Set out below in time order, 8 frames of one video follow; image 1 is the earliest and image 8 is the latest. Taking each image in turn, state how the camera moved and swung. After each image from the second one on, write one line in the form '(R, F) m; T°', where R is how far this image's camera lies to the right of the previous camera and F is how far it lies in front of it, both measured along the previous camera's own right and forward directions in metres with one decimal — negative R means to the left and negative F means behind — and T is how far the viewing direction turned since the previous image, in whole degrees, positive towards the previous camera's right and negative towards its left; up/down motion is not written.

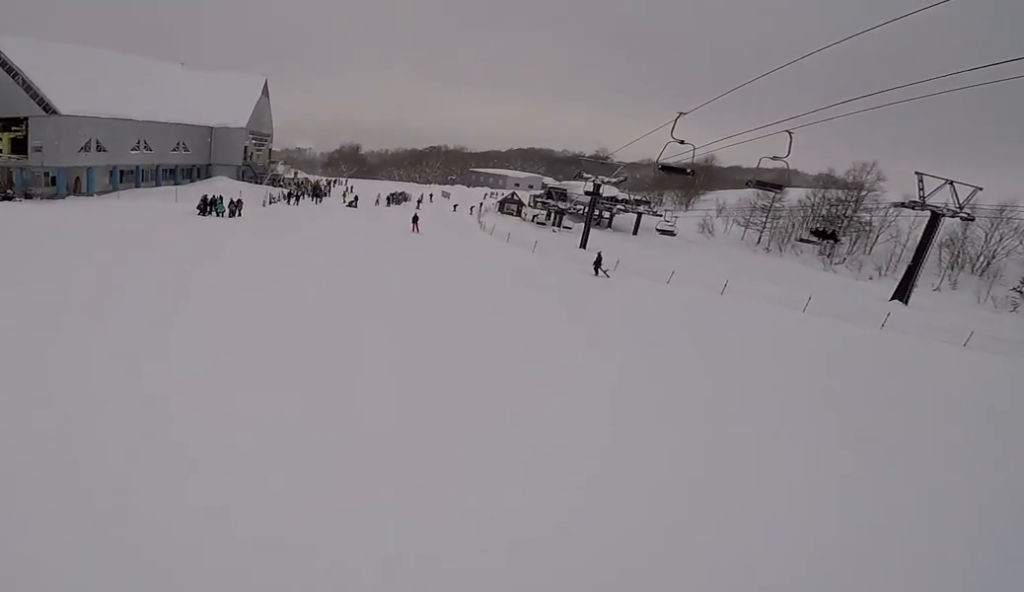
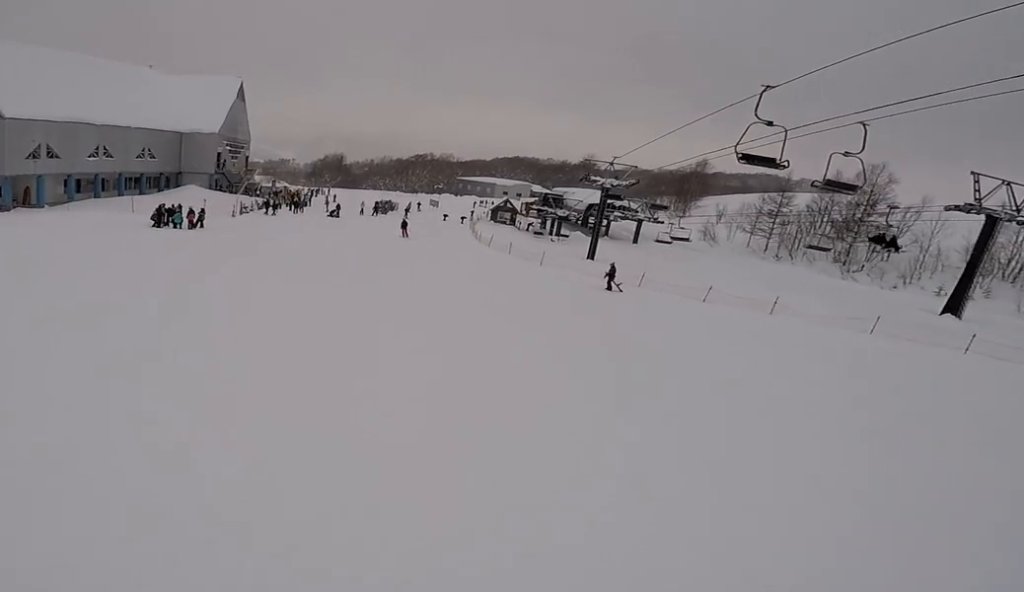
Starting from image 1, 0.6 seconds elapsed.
(0.0, +5.1) m; +1°
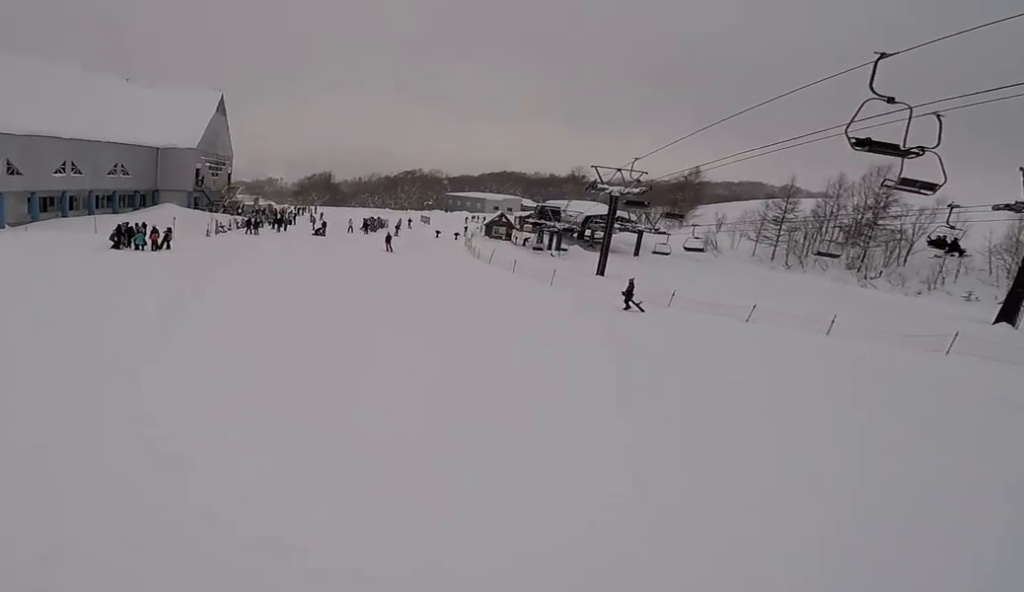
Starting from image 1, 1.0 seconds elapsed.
(-0.1, +3.9) m; +3°
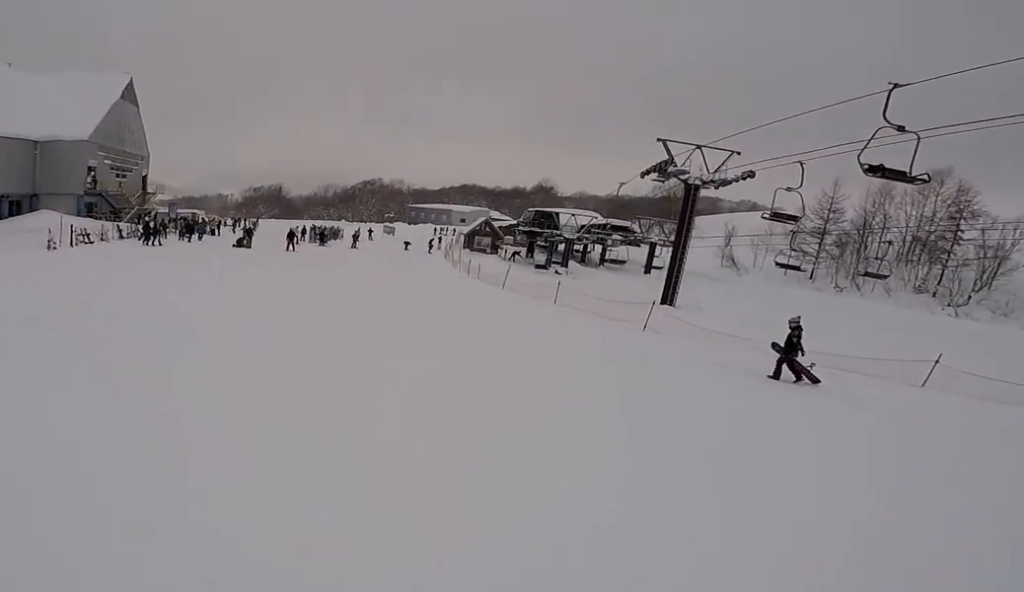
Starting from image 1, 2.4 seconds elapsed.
(+1.1, +13.4) m; +2°
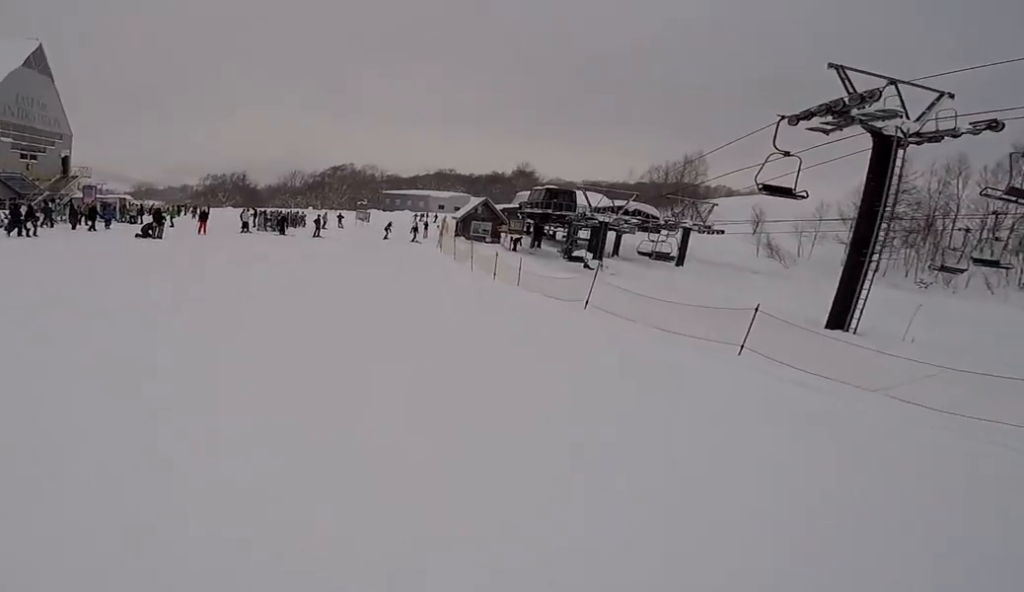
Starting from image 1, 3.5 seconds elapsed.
(-1.1, +10.3) m; -5°
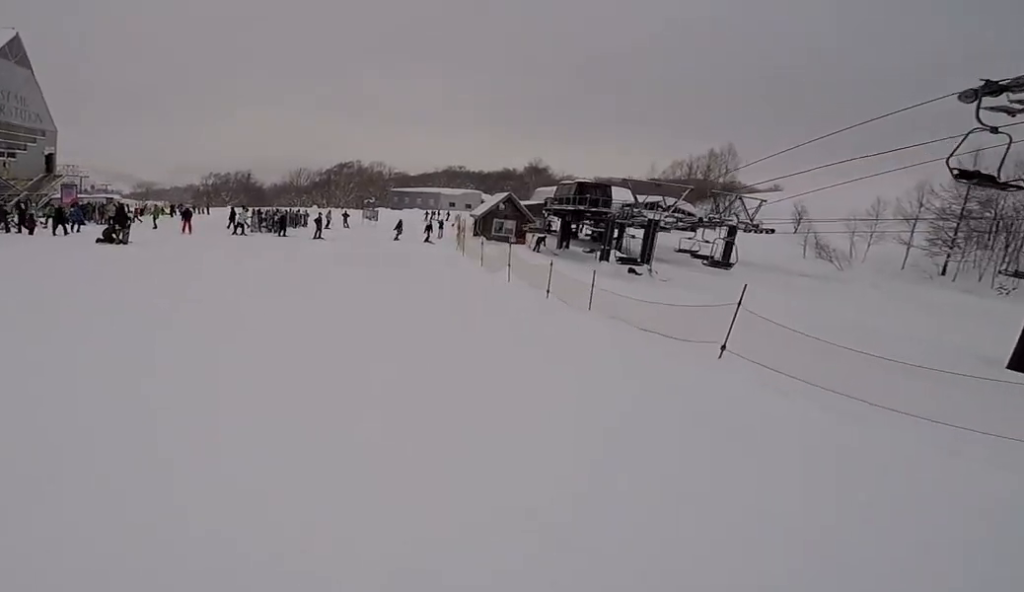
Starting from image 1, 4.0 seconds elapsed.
(-0.1, +4.3) m; +3°
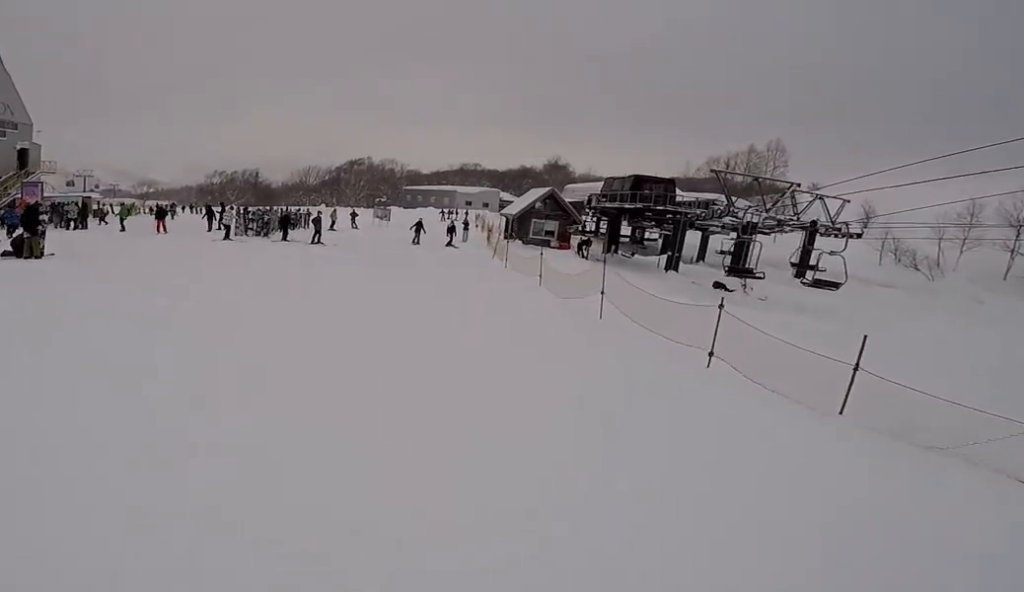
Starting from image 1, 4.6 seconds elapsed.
(+0.2, +5.9) m; +4°
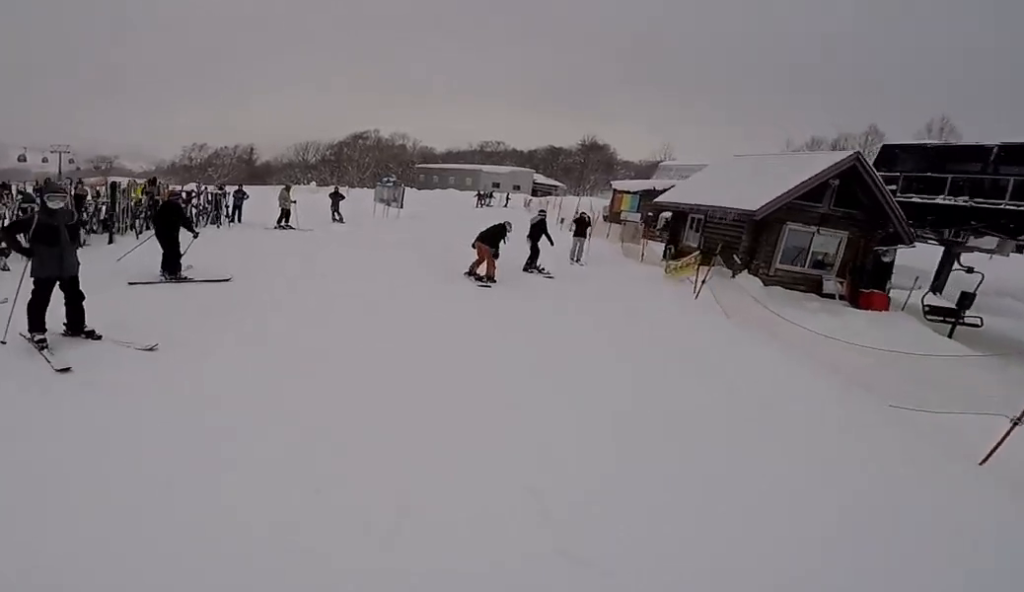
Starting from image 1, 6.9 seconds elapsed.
(+0.4, +18.1) m; -3°
